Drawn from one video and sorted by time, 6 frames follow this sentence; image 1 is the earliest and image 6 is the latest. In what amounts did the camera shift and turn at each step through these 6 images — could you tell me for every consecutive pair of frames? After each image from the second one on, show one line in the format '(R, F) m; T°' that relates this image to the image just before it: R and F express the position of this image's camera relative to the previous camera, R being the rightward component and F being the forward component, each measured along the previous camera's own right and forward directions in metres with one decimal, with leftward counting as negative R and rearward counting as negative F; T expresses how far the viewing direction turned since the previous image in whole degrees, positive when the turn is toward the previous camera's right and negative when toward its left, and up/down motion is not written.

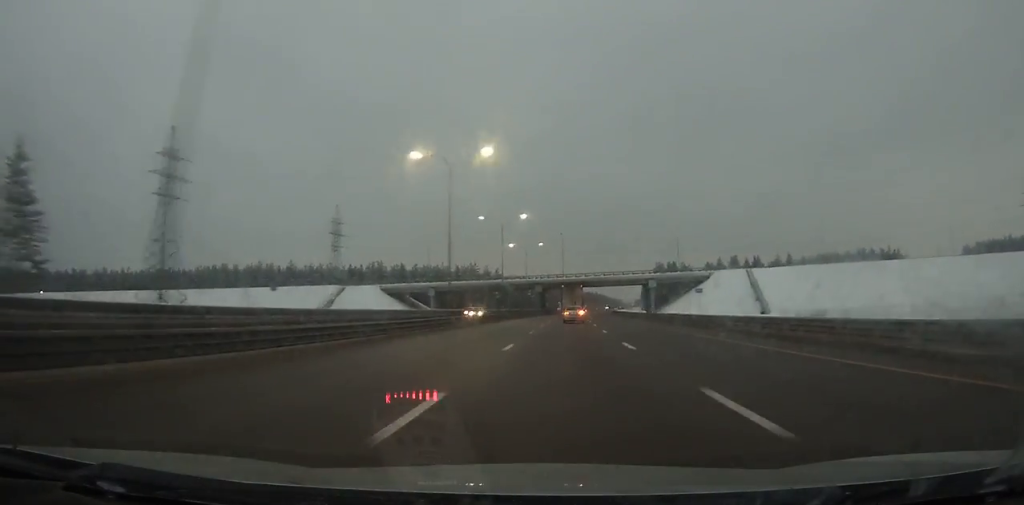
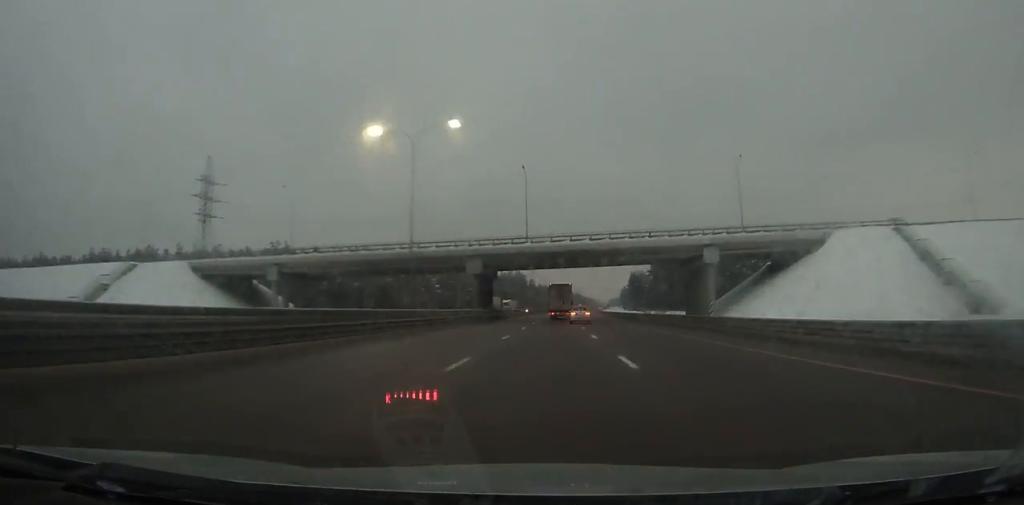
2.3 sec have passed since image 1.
(+2.0, +67.5) m; +2°
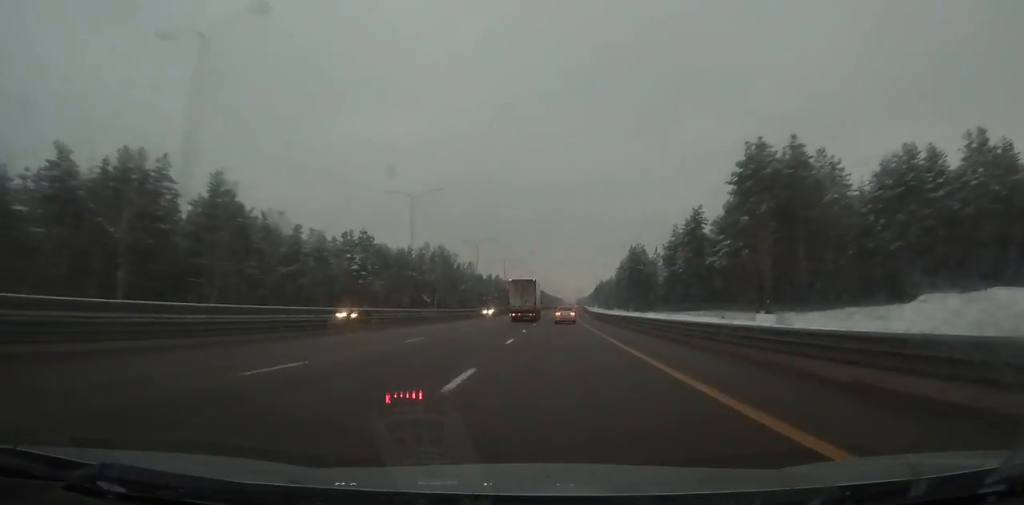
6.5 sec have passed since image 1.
(+3.3, +124.0) m; +2°
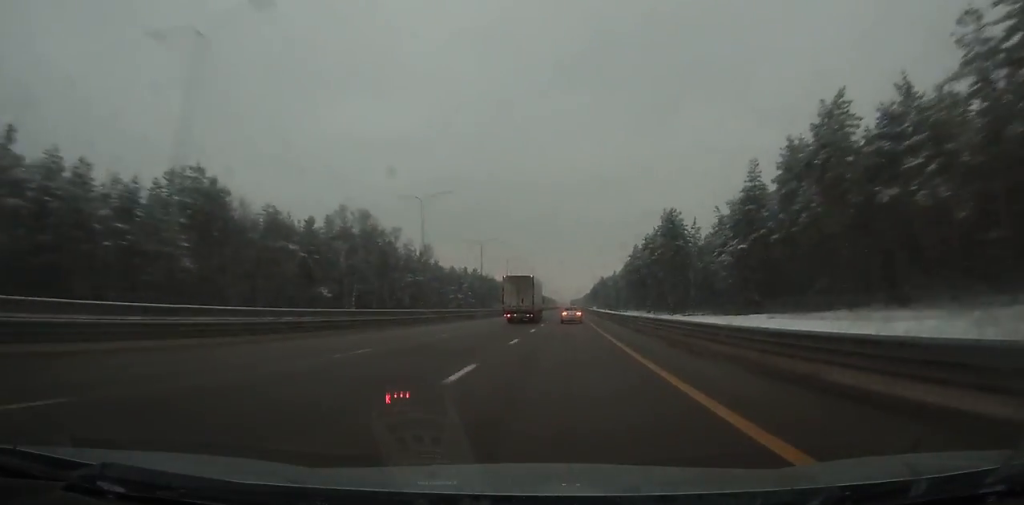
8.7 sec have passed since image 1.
(+0.4, +65.2) m; +1°
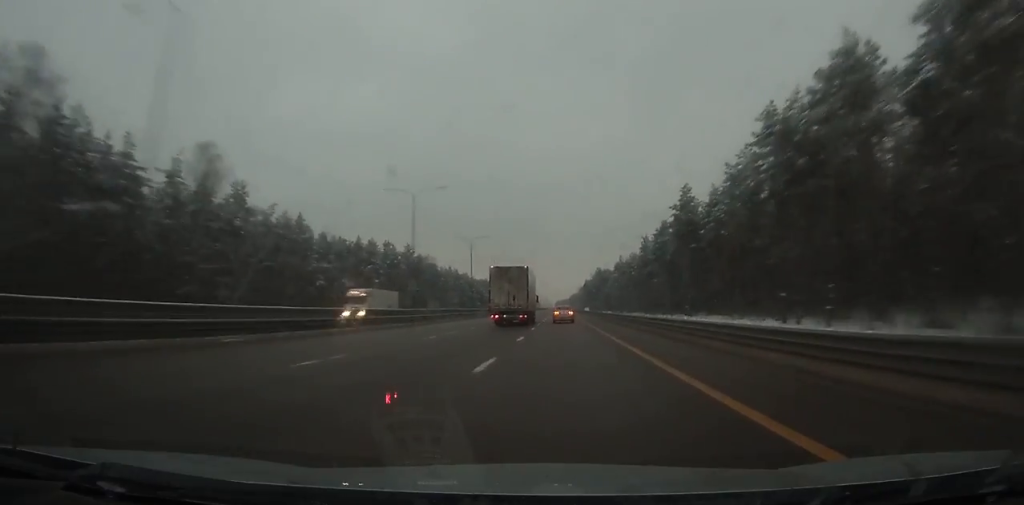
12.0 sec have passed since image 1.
(+1.2, +97.5) m; +1°
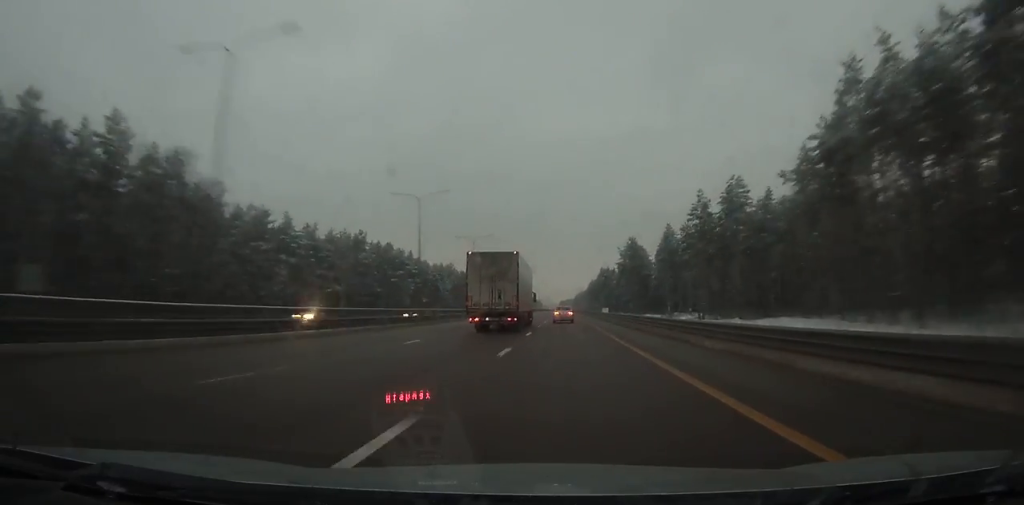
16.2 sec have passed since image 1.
(-0.4, +123.0) m; 0°
